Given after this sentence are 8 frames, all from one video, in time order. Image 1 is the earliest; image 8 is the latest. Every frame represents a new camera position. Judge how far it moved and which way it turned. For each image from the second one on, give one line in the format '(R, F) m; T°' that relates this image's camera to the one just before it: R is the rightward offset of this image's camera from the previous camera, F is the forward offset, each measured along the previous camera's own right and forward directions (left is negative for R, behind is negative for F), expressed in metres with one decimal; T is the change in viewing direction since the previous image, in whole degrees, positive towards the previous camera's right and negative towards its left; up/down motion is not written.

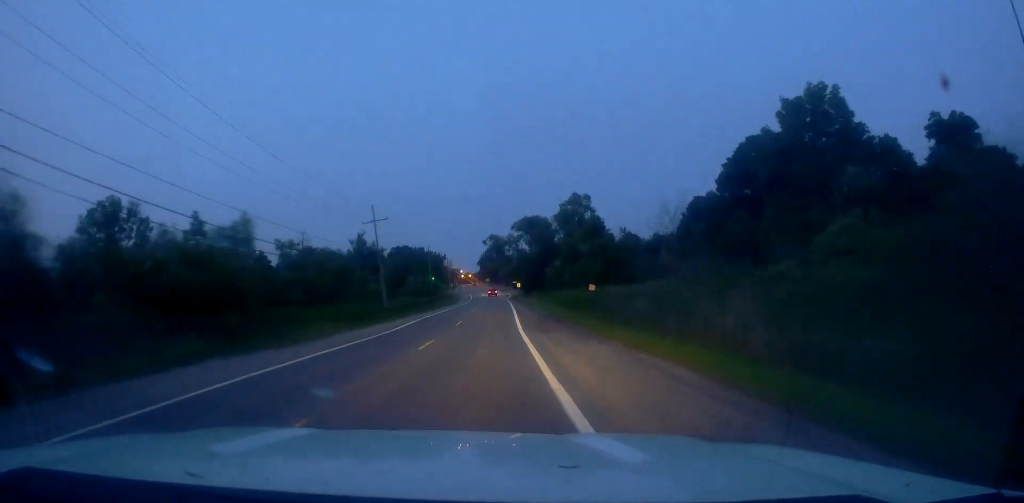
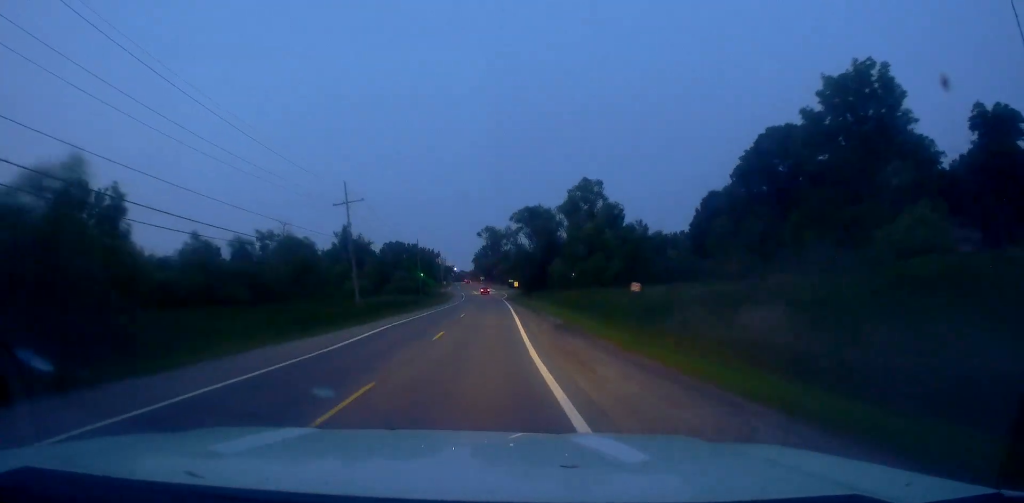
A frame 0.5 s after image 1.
(0.0, +10.9) m; 0°
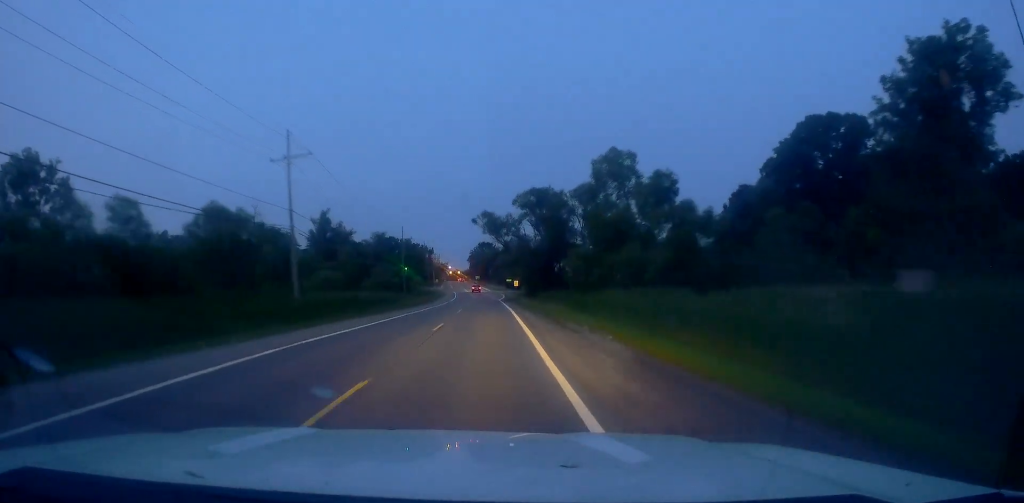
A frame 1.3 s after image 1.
(0.0, +15.8) m; 0°
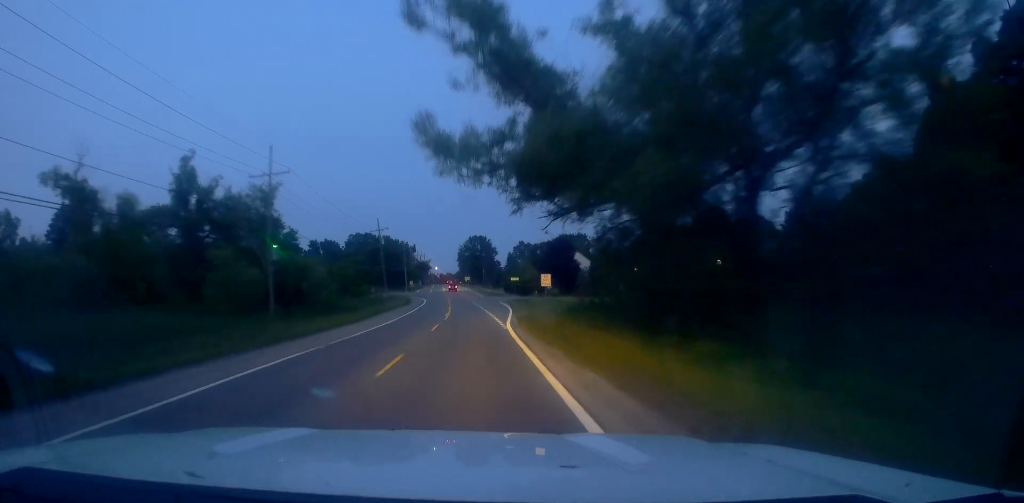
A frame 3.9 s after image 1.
(+0.5, +55.7) m; +2°
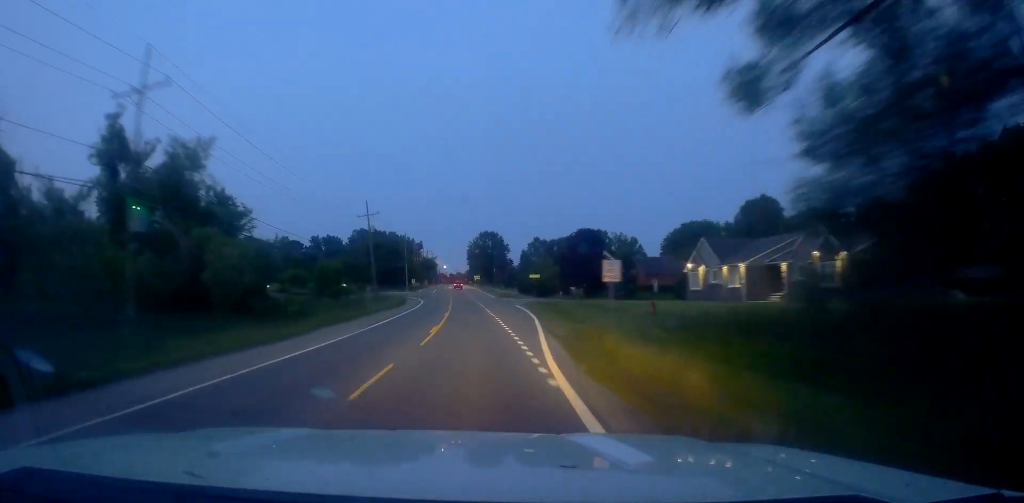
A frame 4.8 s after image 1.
(+0.4, +17.7) m; 0°
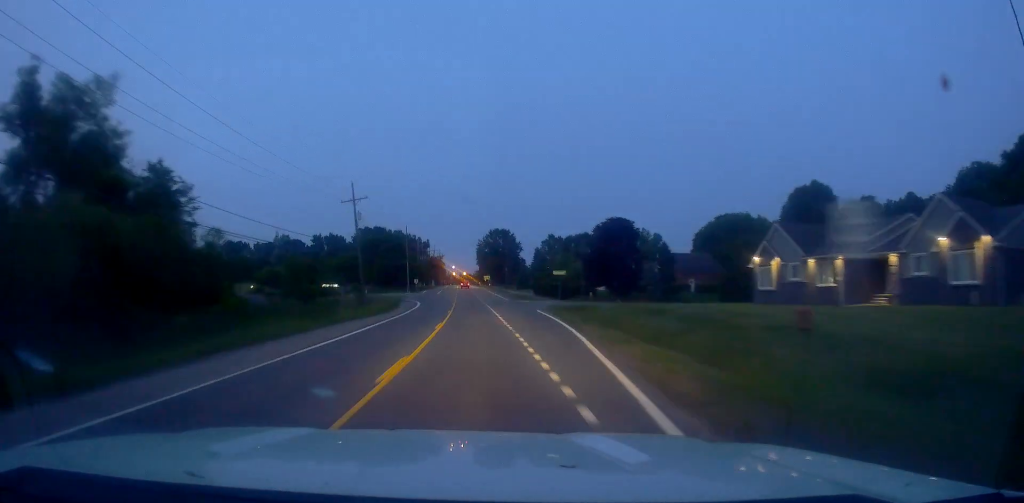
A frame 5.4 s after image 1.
(-0.4, +14.0) m; -1°
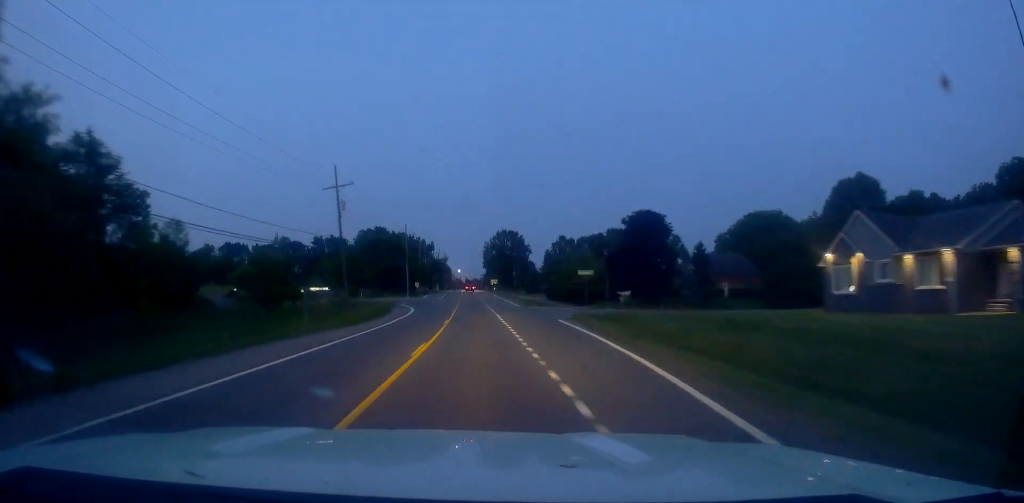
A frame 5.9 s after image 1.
(-0.1, +10.4) m; 0°
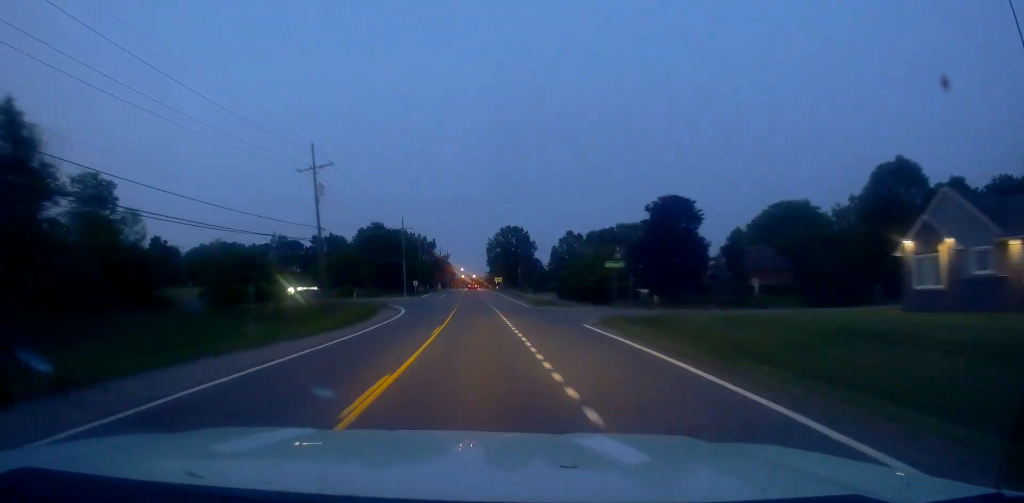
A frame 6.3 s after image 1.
(0.0, +8.3) m; 0°
